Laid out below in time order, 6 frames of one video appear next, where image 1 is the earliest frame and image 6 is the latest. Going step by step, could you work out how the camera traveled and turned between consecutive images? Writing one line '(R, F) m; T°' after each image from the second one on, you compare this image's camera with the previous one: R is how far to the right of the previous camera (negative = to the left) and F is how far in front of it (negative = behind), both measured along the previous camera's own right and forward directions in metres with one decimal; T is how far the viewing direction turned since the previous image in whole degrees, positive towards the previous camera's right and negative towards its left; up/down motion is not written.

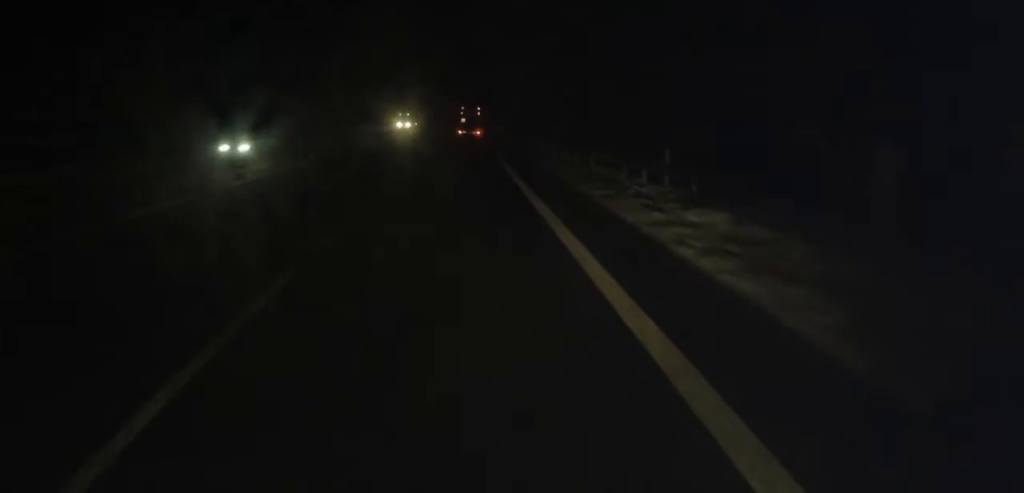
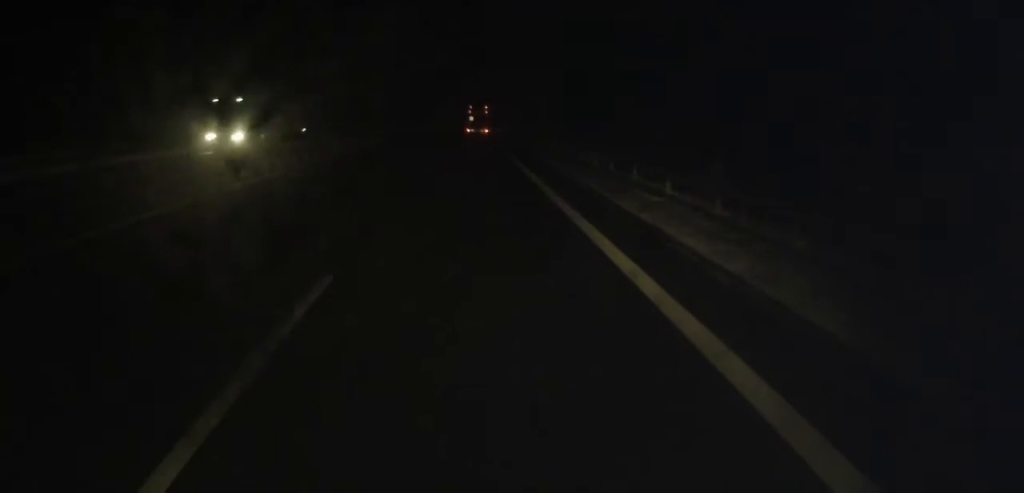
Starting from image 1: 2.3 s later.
(+0.2, +53.7) m; 0°
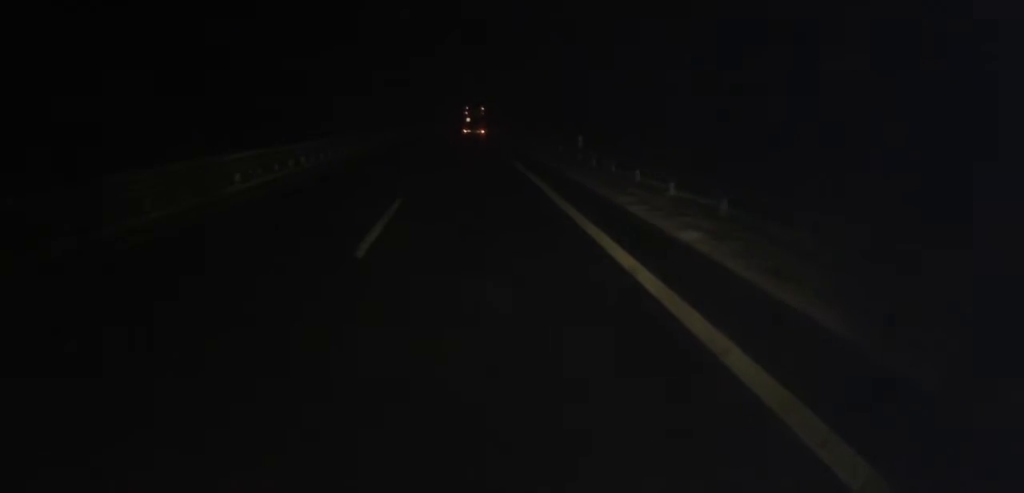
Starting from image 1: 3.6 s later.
(-0.4, +28.5) m; 0°
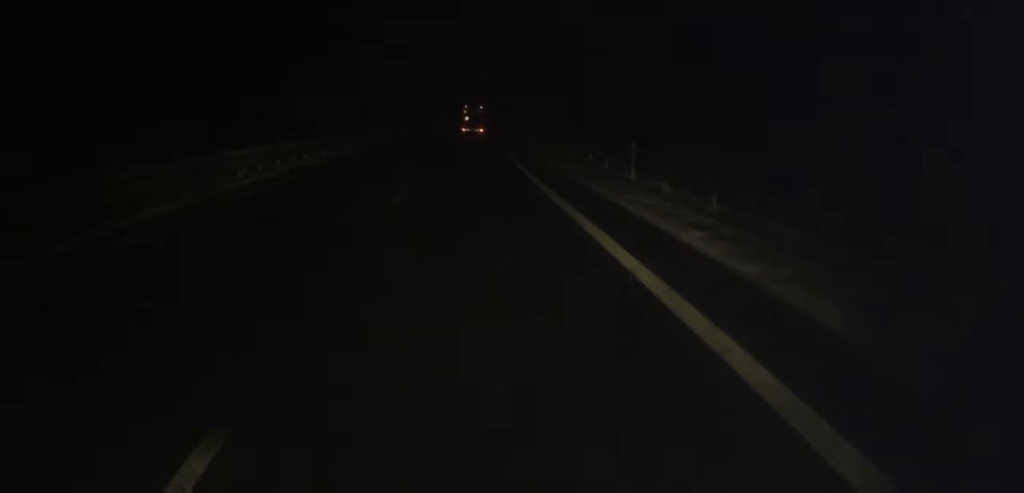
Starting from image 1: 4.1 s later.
(+0.3, +11.5) m; +1°
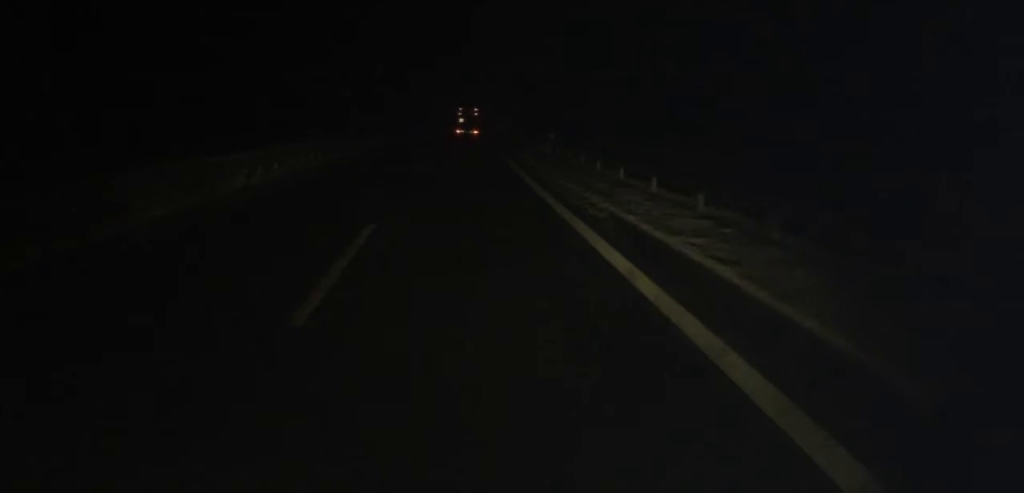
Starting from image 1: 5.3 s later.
(+0.2, +27.4) m; 0°
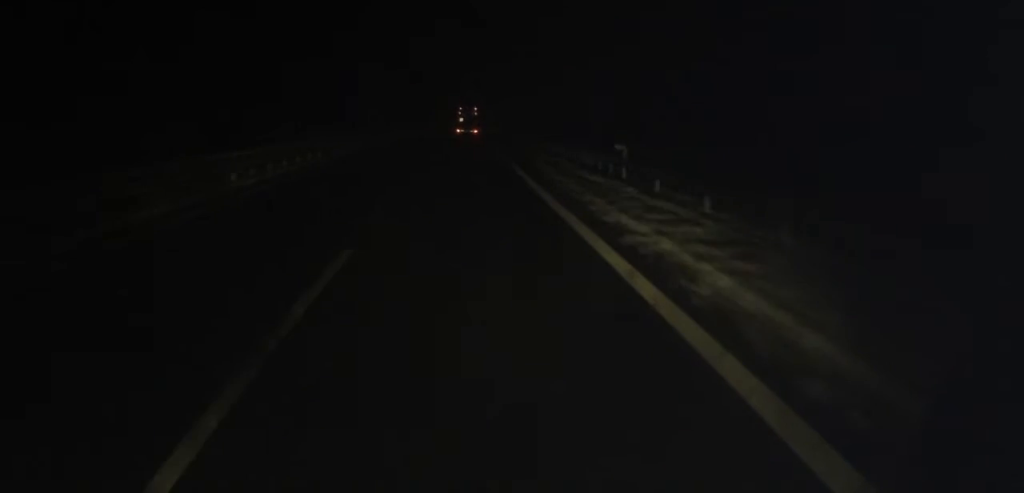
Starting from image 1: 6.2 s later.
(0.0, +20.5) m; 0°
